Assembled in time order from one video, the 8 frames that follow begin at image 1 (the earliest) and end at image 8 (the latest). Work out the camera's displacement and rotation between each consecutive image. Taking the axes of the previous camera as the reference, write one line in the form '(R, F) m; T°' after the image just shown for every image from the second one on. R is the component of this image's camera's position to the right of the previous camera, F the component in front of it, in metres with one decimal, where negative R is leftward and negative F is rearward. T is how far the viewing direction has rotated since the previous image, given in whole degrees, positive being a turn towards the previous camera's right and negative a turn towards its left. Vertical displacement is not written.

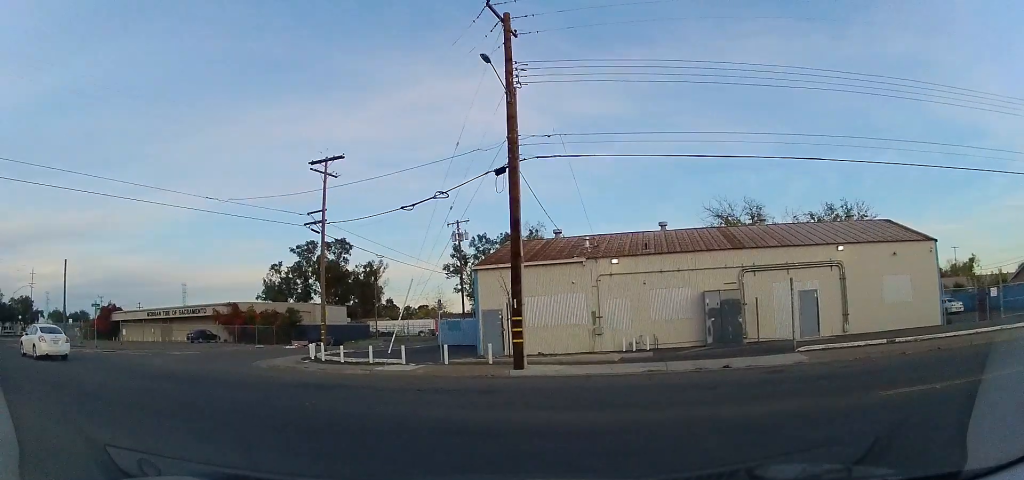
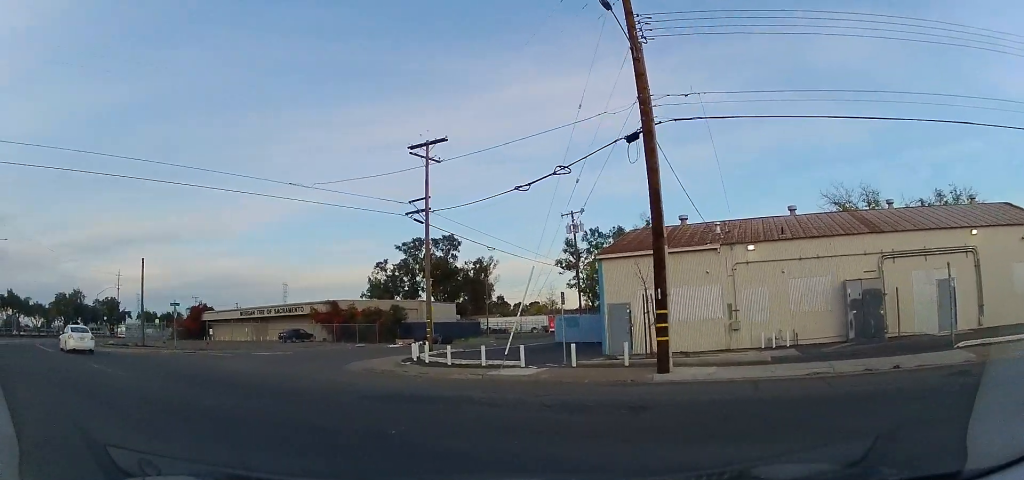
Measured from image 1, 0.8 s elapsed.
(-0.2, +2.1) m; -10°
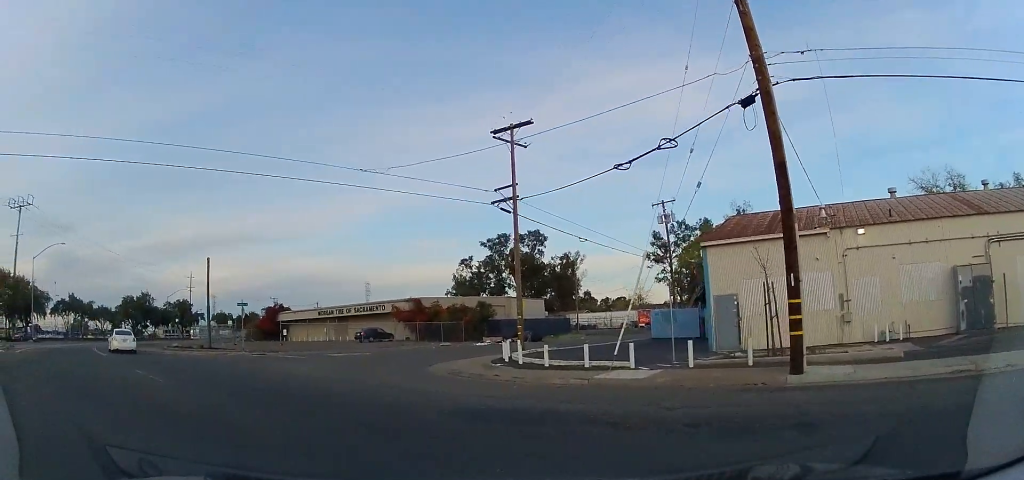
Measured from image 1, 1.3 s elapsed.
(0.0, +1.8) m; -7°
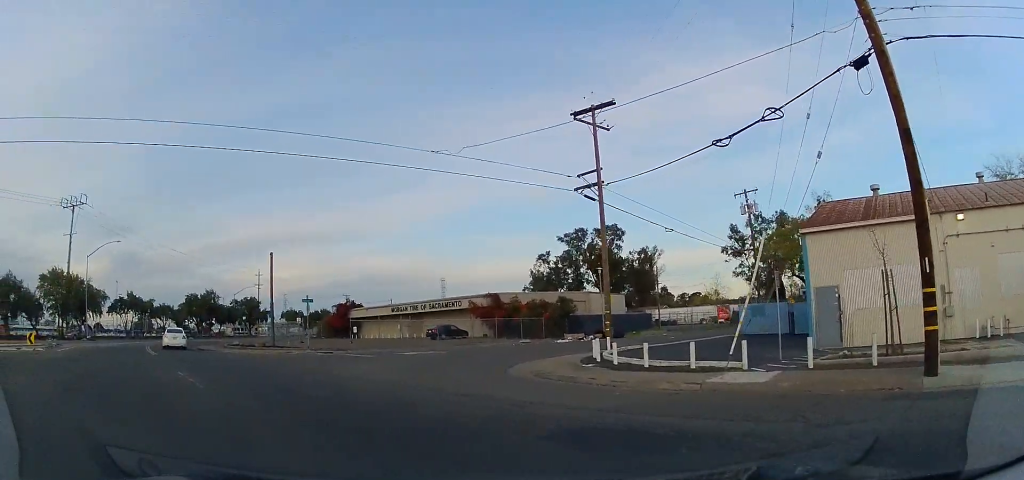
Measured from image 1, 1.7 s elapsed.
(0.0, +1.6) m; -6°
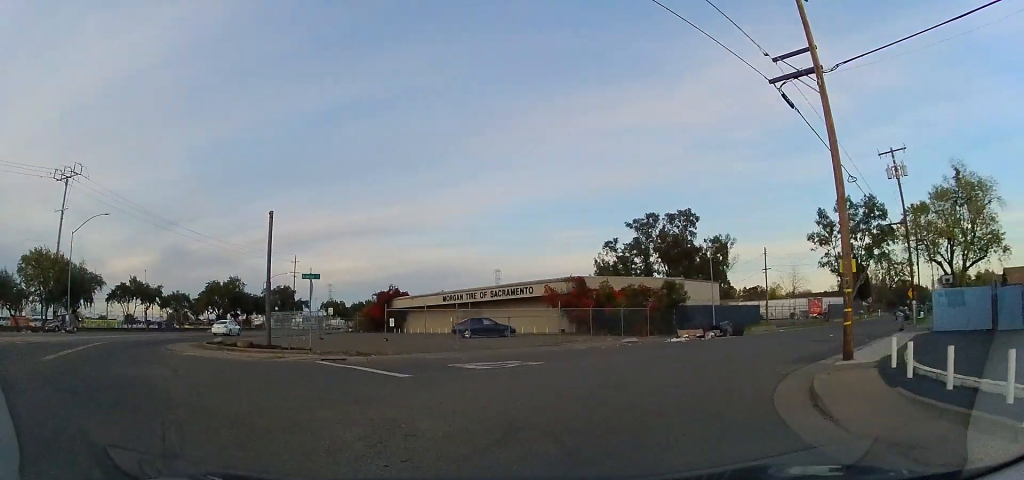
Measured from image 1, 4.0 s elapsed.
(-2.5, +10.7) m; -10°
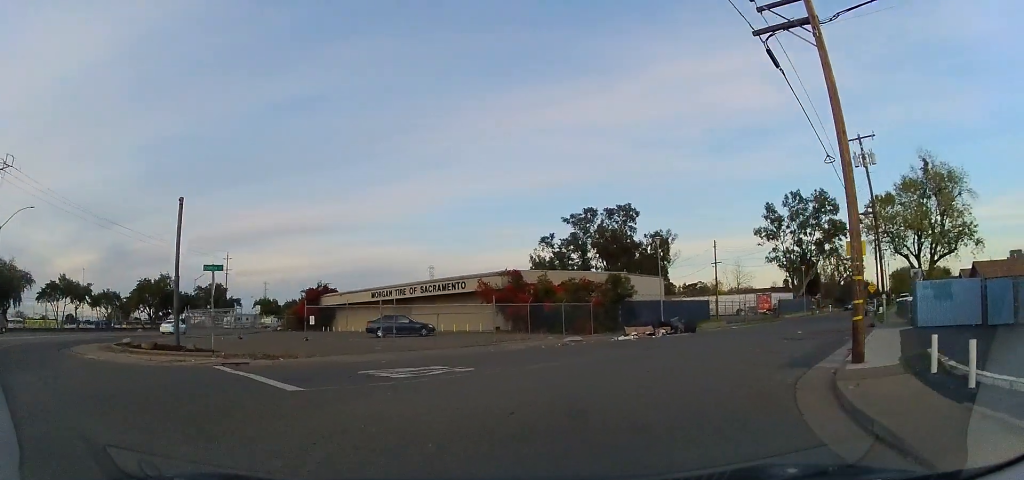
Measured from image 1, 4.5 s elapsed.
(0.0, +3.0) m; +6°
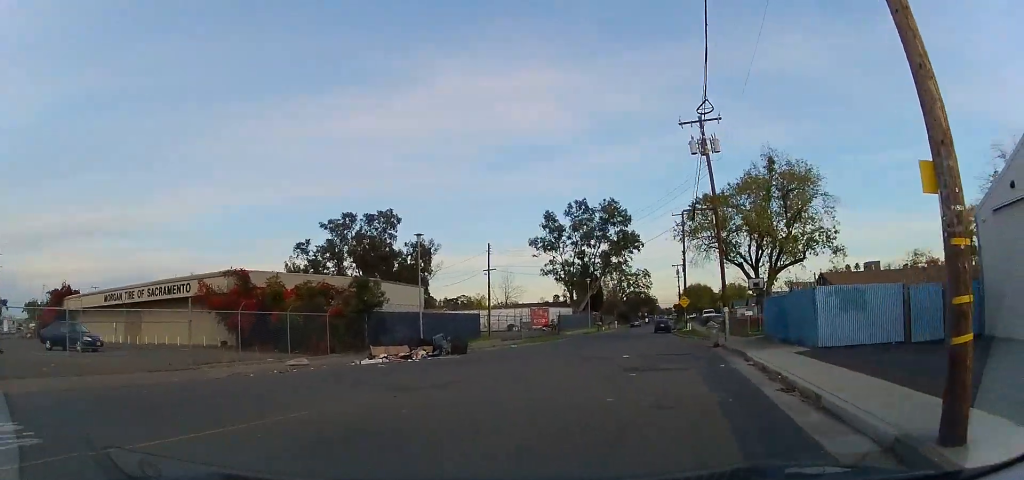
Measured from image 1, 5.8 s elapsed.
(+1.4, +7.9) m; +21°
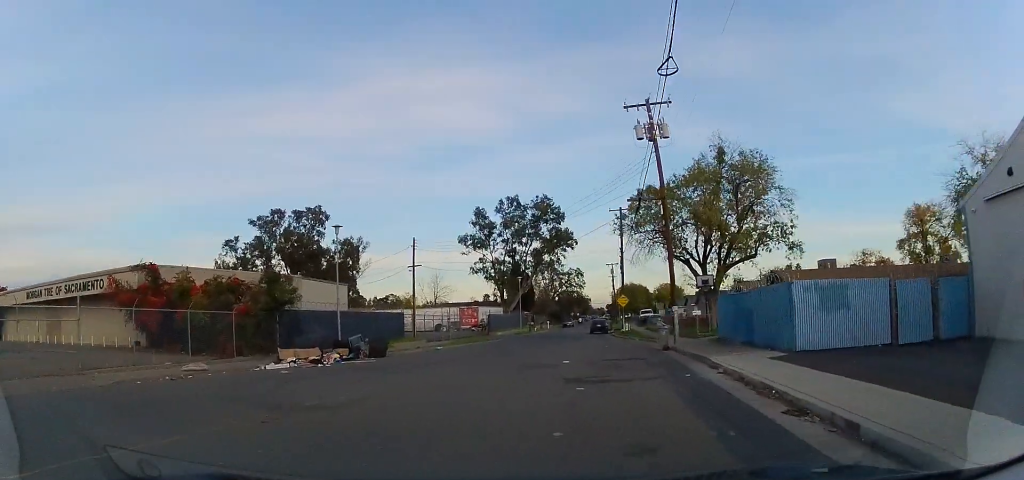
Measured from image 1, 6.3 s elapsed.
(+0.2, +2.7) m; +9°
